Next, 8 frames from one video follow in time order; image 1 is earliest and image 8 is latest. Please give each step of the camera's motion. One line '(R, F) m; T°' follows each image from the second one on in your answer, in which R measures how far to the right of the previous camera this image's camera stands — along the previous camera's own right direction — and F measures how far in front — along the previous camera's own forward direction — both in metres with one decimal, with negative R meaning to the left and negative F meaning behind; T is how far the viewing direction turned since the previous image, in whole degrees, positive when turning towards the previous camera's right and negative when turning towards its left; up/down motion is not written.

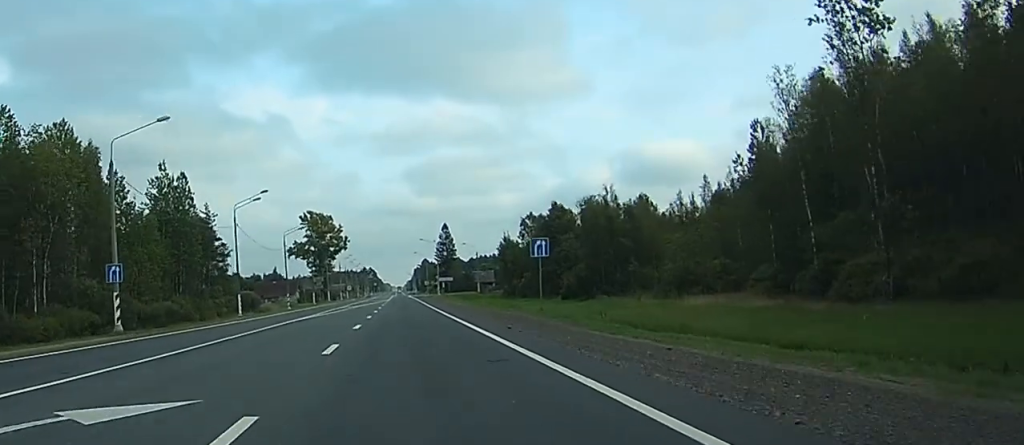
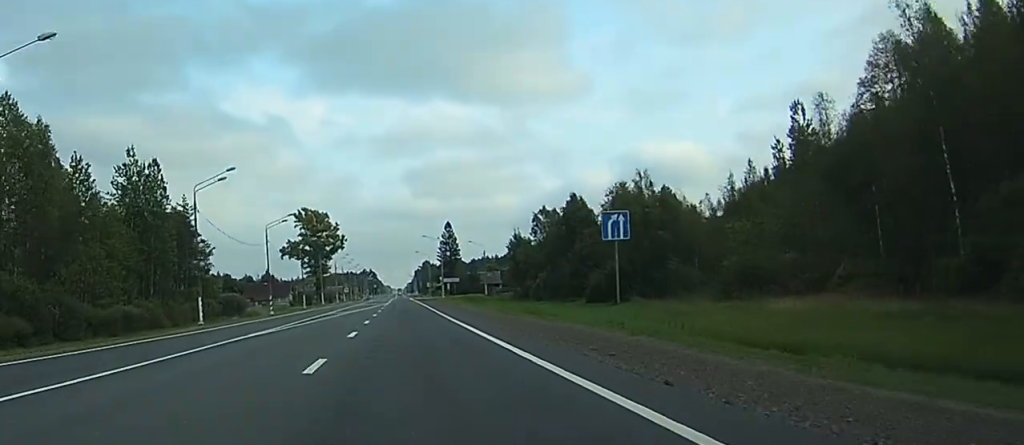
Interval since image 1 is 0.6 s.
(+0.1, +15.9) m; 0°
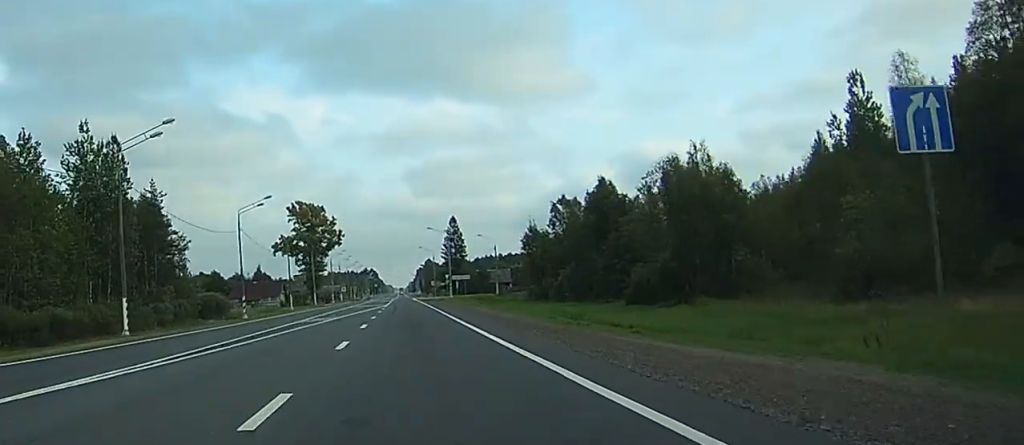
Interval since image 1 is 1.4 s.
(0.0, +18.0) m; 0°
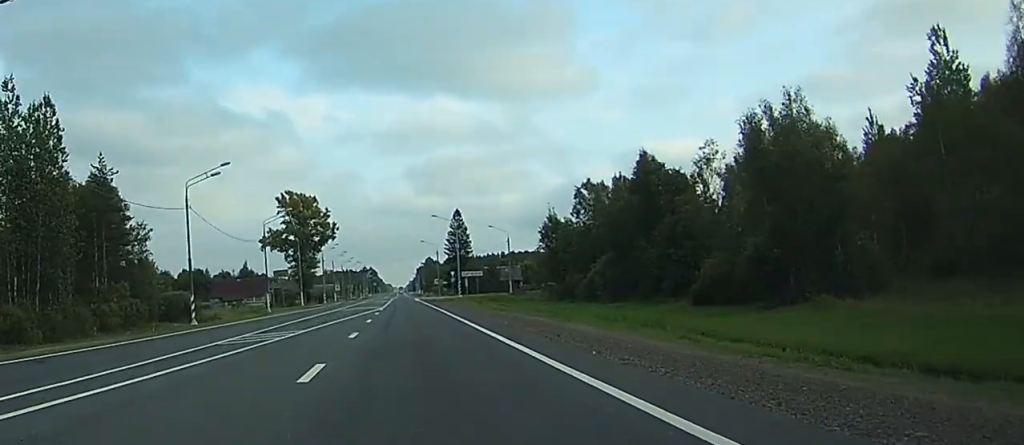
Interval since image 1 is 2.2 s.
(0.0, +20.1) m; 0°
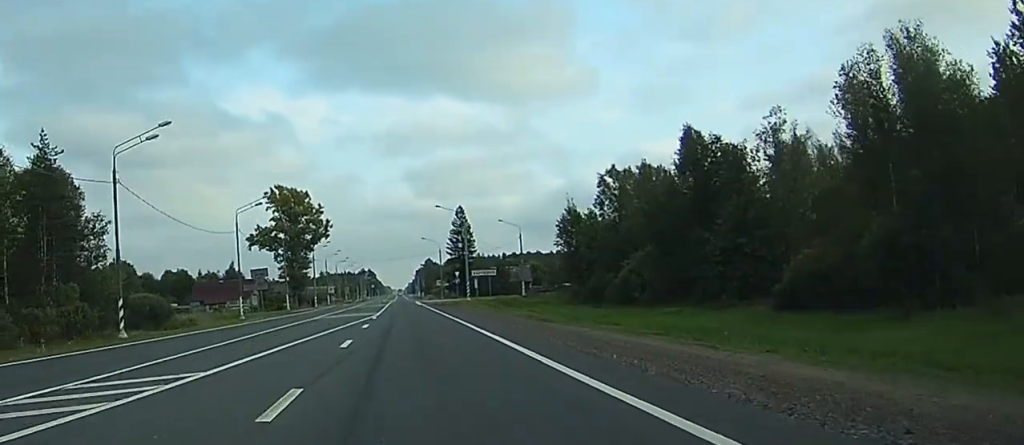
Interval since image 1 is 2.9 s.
(0.0, +15.8) m; 0°
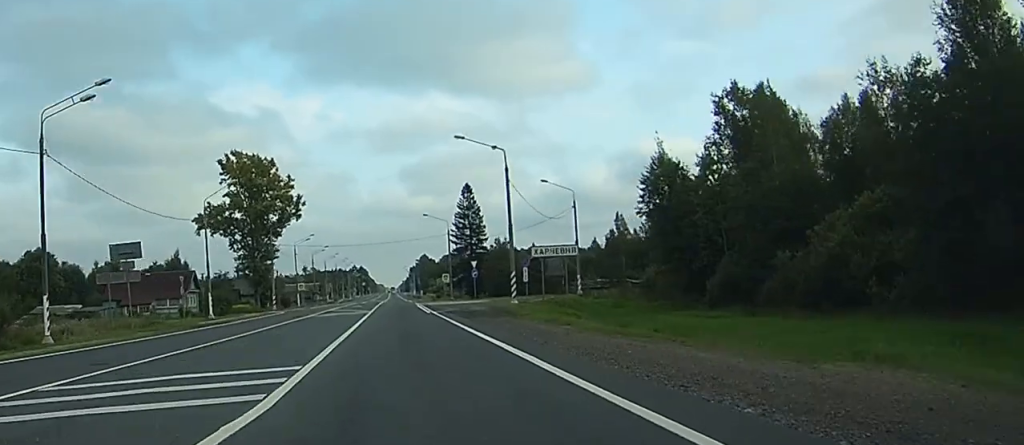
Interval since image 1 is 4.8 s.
(-0.4, +43.5) m; -1°
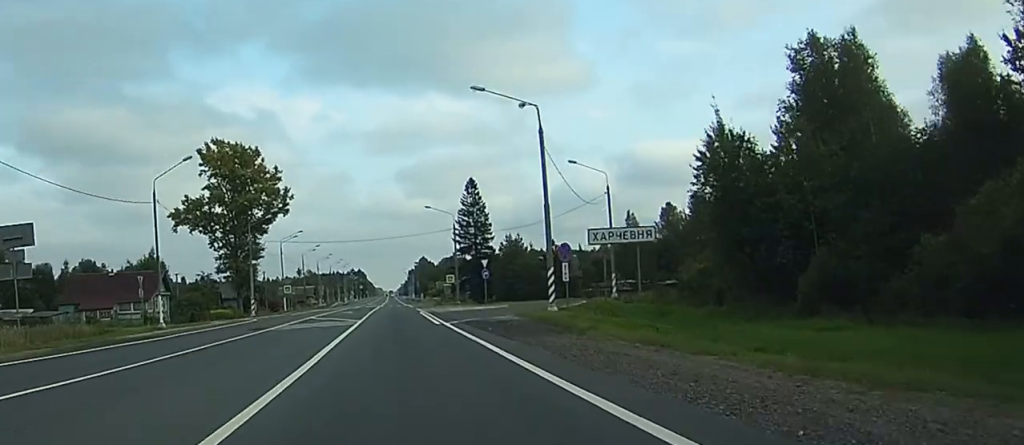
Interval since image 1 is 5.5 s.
(-0.1, +14.3) m; 0°
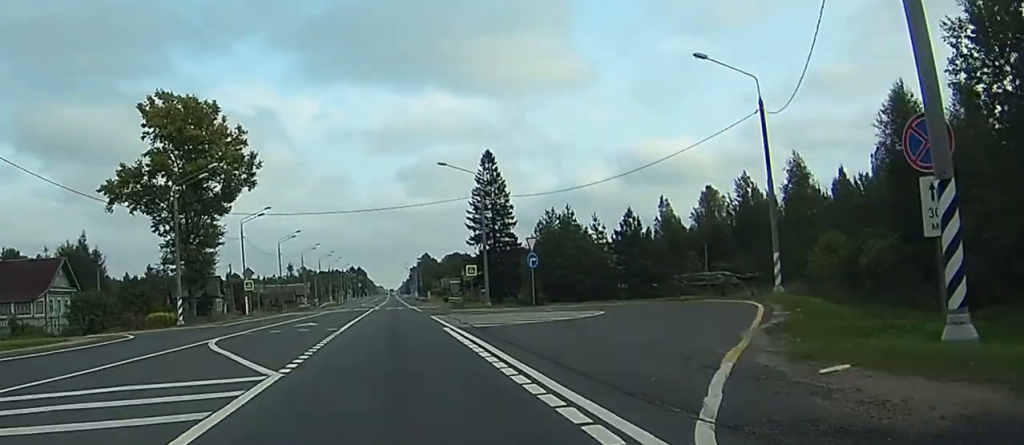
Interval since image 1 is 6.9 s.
(0.0, +30.6) m; 0°
